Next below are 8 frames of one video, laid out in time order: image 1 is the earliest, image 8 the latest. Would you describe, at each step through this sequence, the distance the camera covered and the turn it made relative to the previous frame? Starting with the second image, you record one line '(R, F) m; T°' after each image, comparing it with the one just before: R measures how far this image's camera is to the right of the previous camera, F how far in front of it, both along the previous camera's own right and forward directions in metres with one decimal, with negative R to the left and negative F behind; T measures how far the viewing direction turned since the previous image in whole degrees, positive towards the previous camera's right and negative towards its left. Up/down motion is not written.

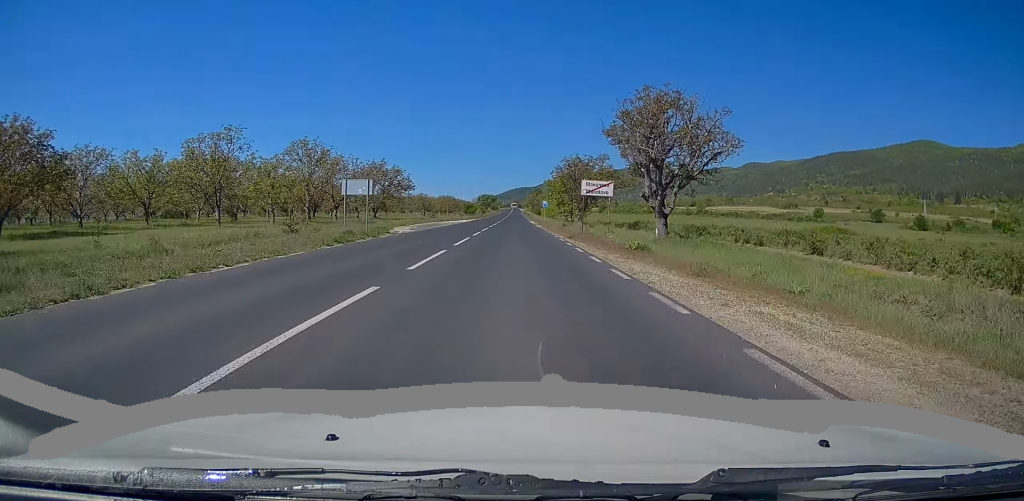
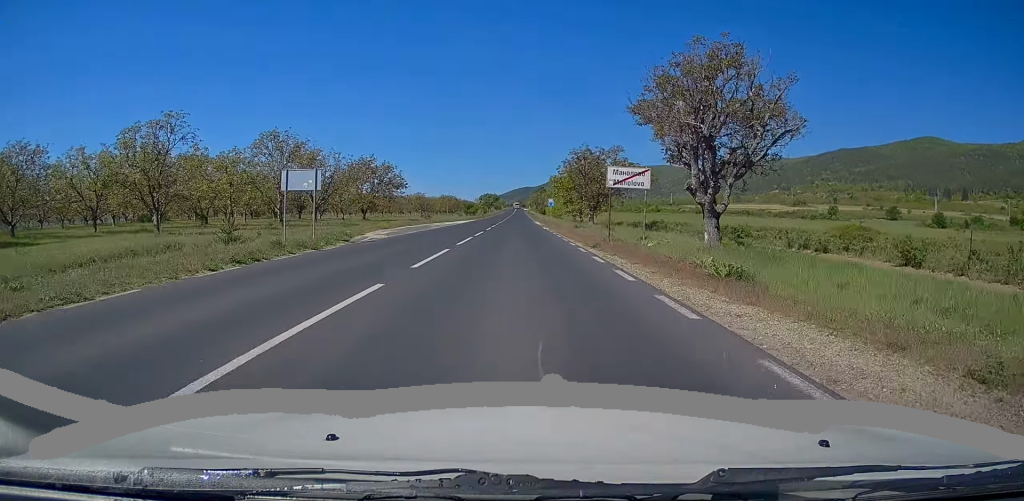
(-0.1, +8.4) m; -1°
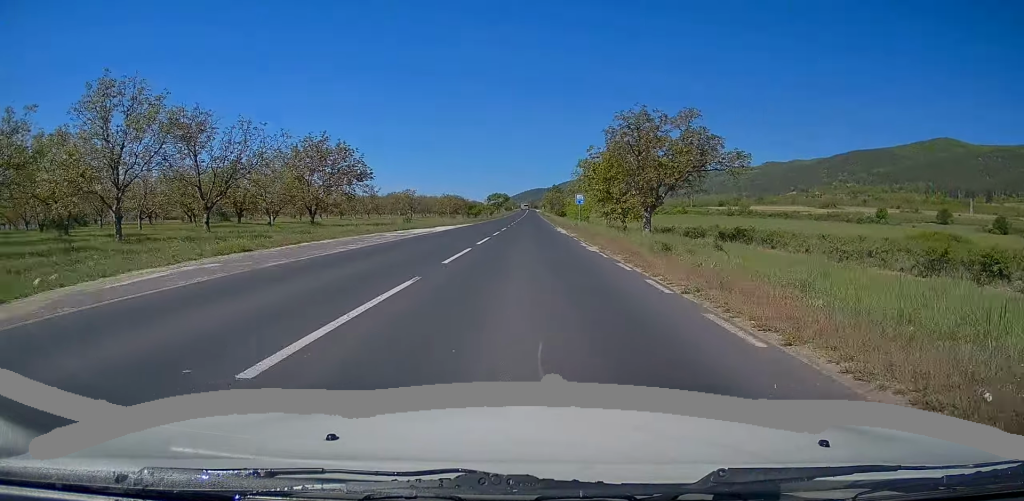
(-0.5, +24.9) m; -1°
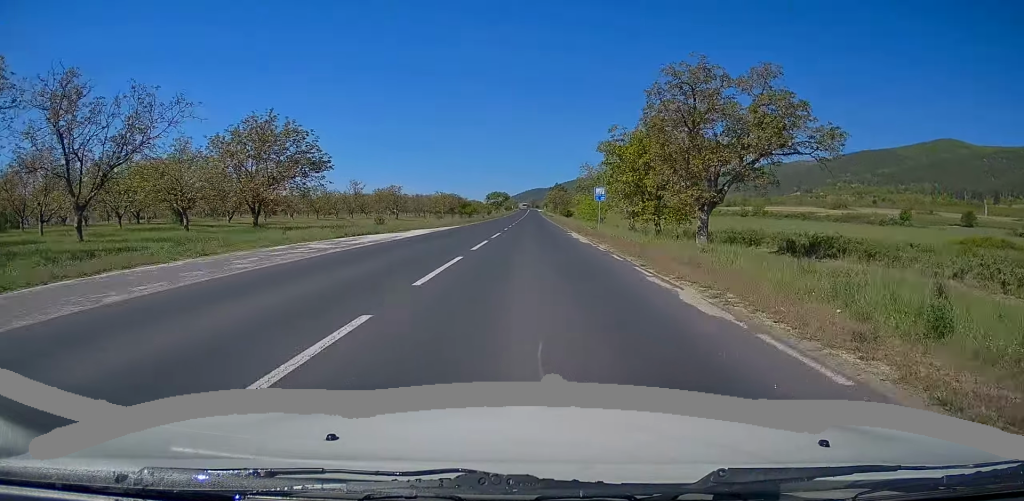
(0.0, +13.1) m; 0°
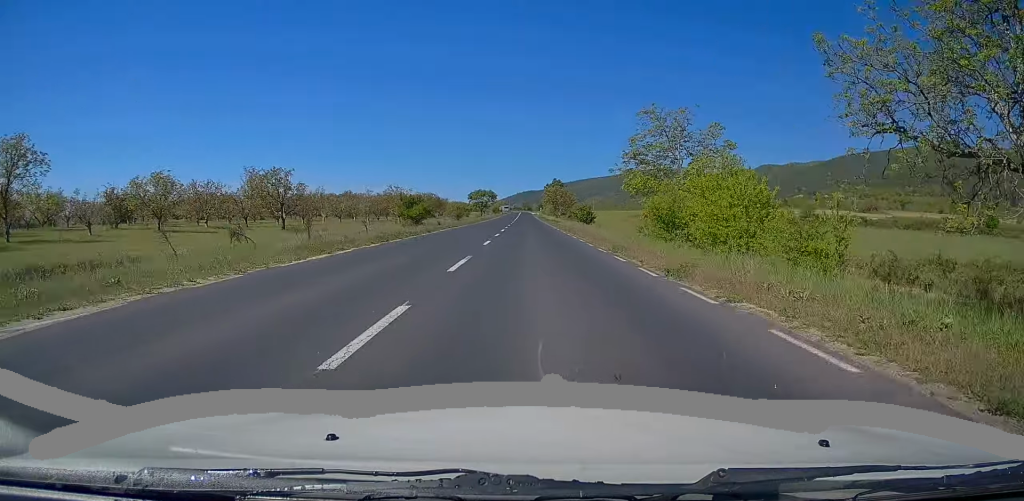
(0.0, +42.7) m; 0°
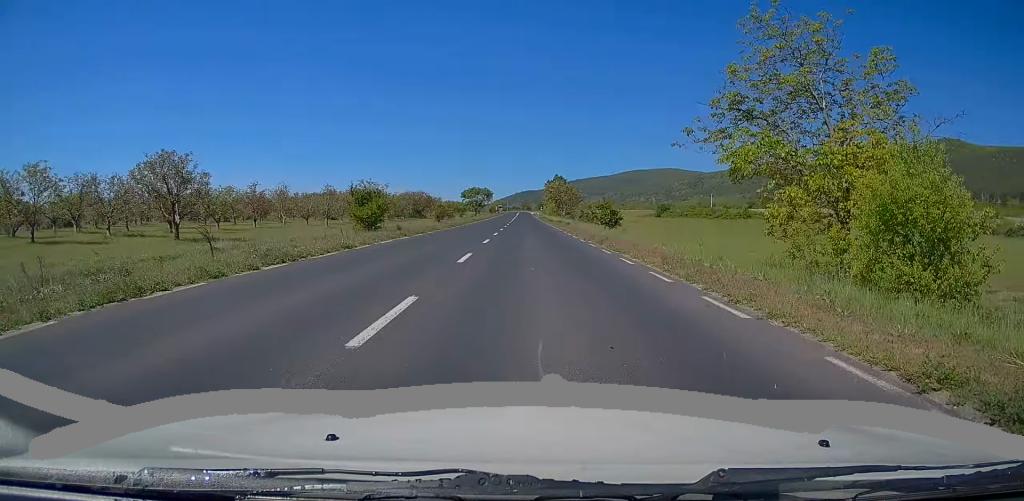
(0.0, +17.0) m; +1°
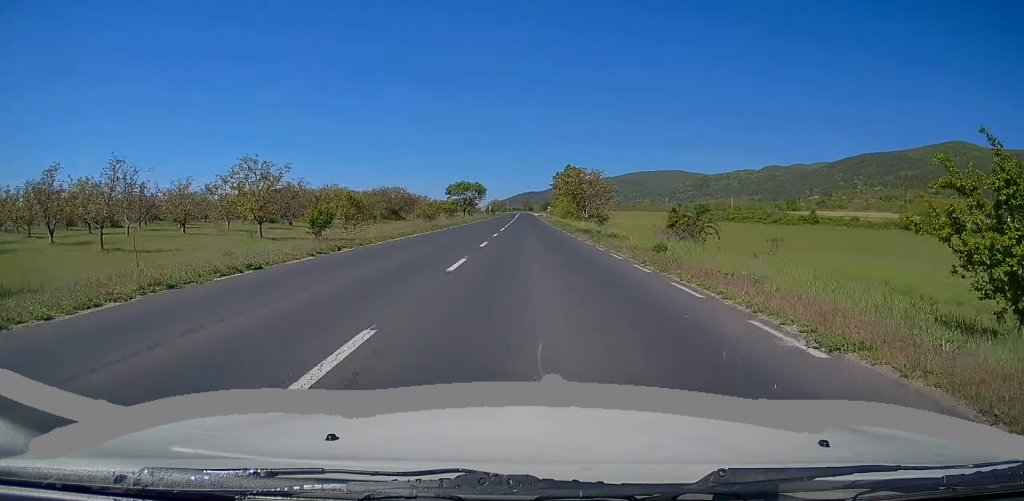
(+0.4, +37.5) m; 0°
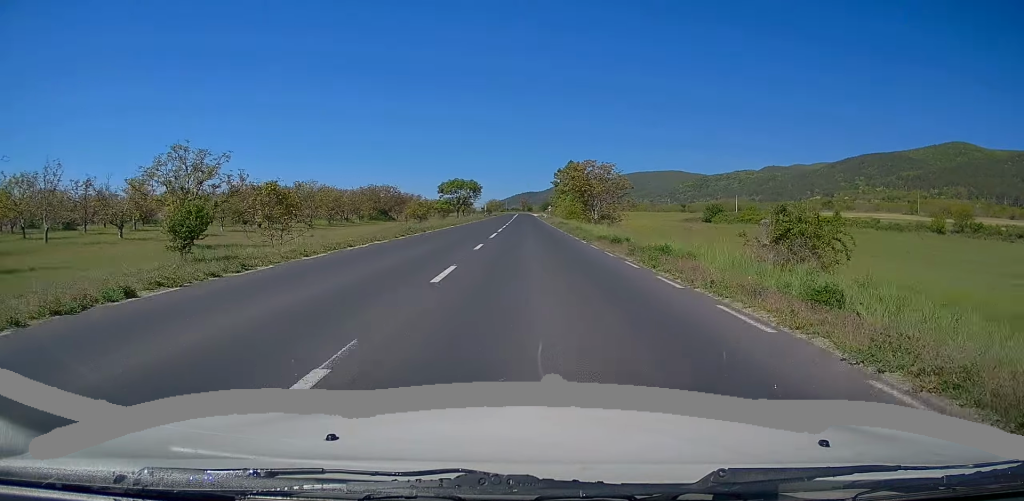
(-0.1, +10.6) m; 0°
